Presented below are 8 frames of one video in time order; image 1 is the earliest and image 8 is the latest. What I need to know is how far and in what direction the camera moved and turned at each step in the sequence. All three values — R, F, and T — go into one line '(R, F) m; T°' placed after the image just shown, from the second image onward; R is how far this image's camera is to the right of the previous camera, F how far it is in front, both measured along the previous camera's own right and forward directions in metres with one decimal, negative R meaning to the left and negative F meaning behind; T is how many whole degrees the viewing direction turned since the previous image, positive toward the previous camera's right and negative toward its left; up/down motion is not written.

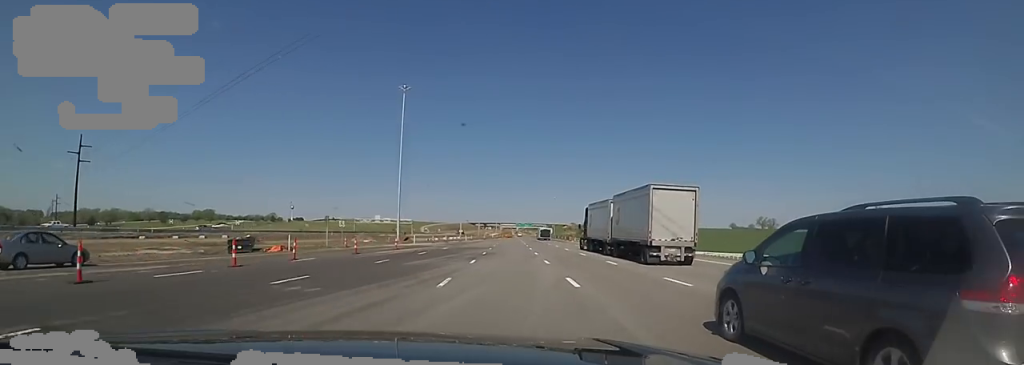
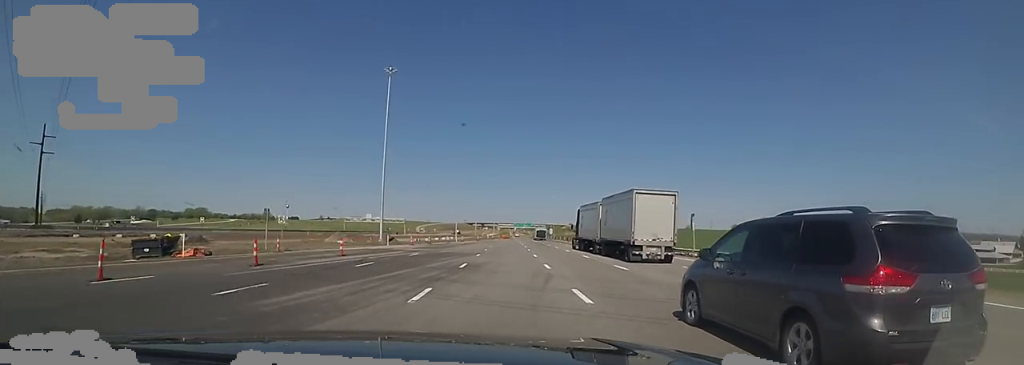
(0.0, +12.8) m; +2°
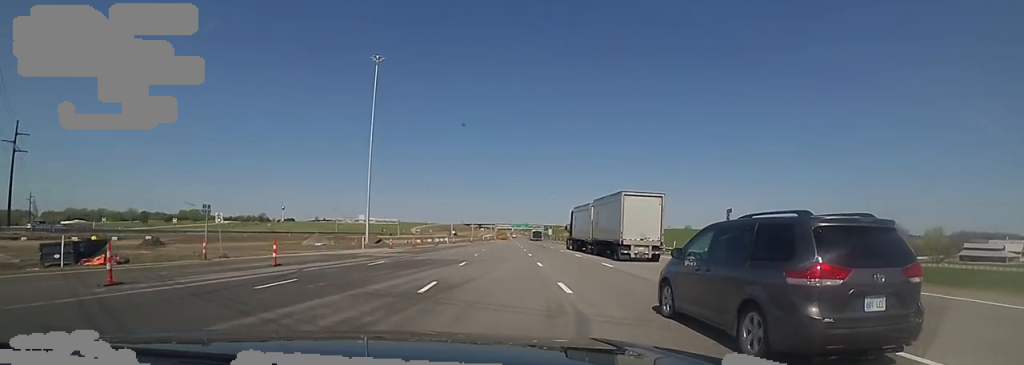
(-0.3, +7.9) m; +2°
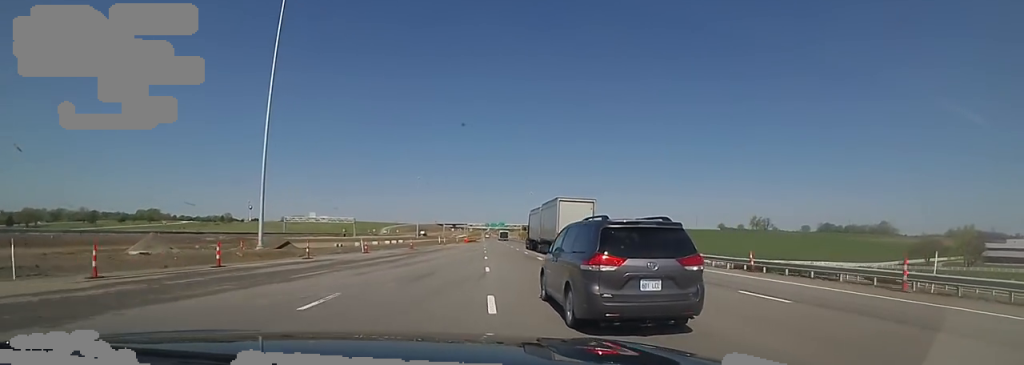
(+0.3, +32.2) m; 0°
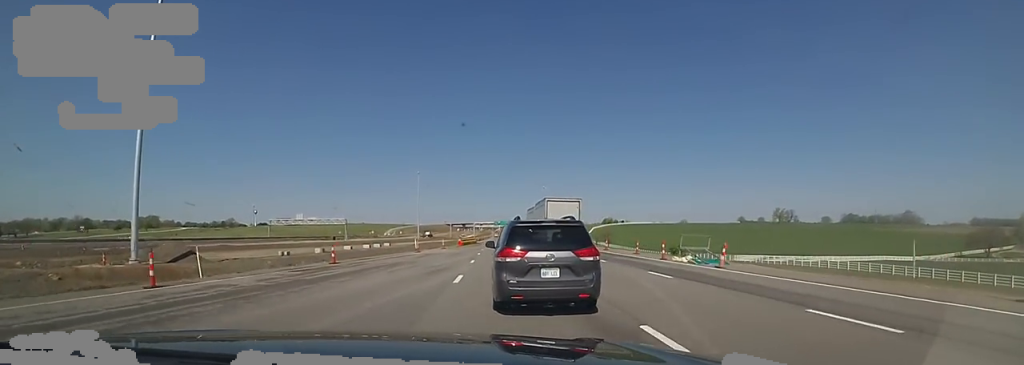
(+0.9, +24.0) m; -1°
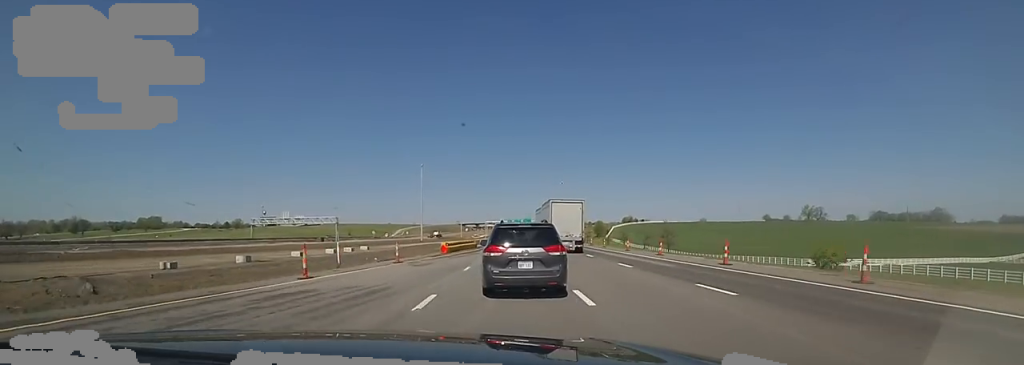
(-1.6, +24.9) m; -1°
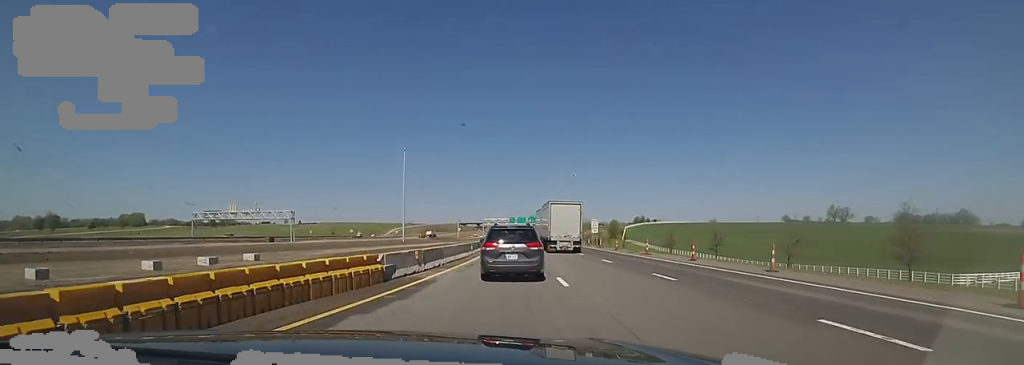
(0.0, +35.4) m; -1°
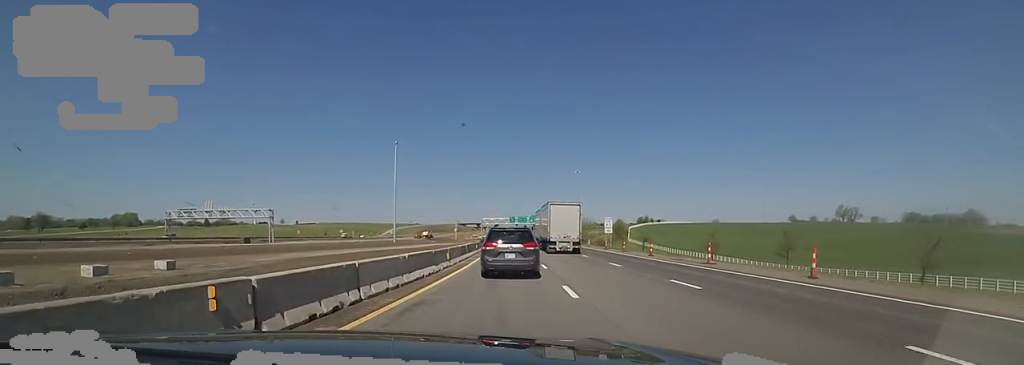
(+0.2, +11.9) m; 0°
